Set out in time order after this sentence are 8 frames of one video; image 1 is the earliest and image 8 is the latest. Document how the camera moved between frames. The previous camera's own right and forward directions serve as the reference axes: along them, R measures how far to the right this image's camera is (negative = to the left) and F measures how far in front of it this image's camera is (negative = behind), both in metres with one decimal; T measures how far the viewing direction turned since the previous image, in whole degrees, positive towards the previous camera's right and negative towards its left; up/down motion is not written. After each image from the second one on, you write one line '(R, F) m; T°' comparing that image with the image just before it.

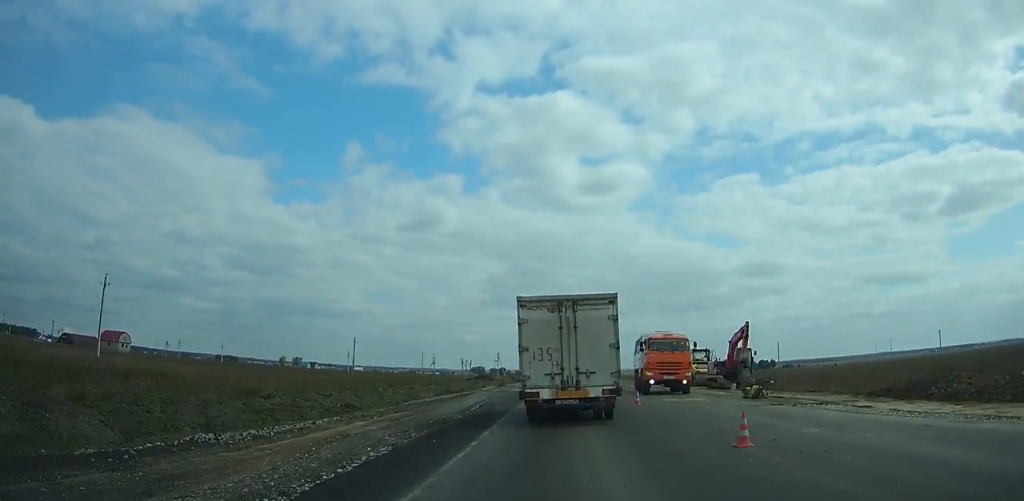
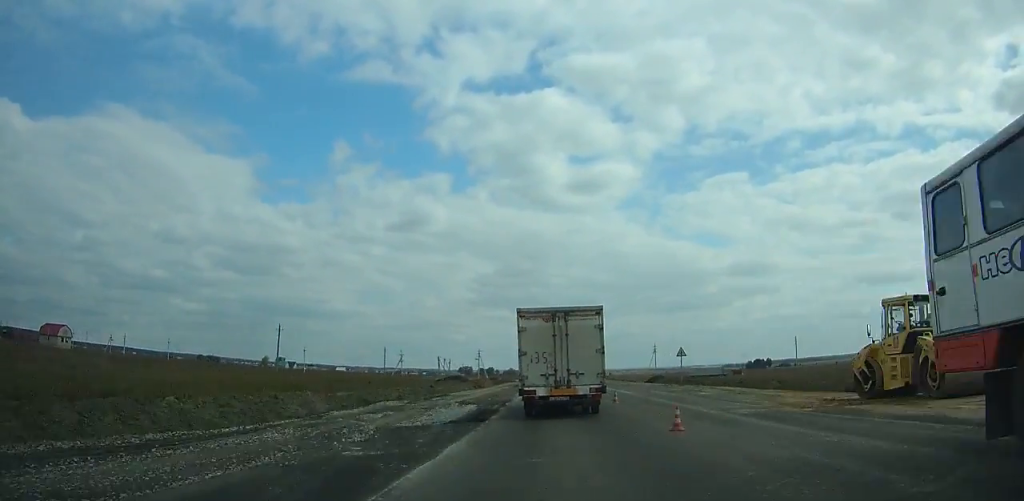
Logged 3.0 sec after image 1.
(0.0, +32.2) m; 0°
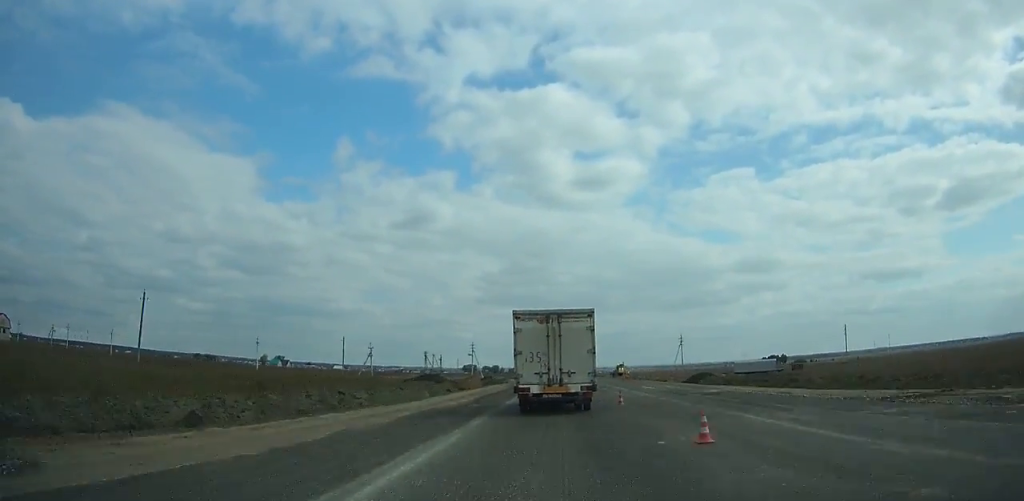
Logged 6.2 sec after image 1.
(0.0, +35.4) m; 0°
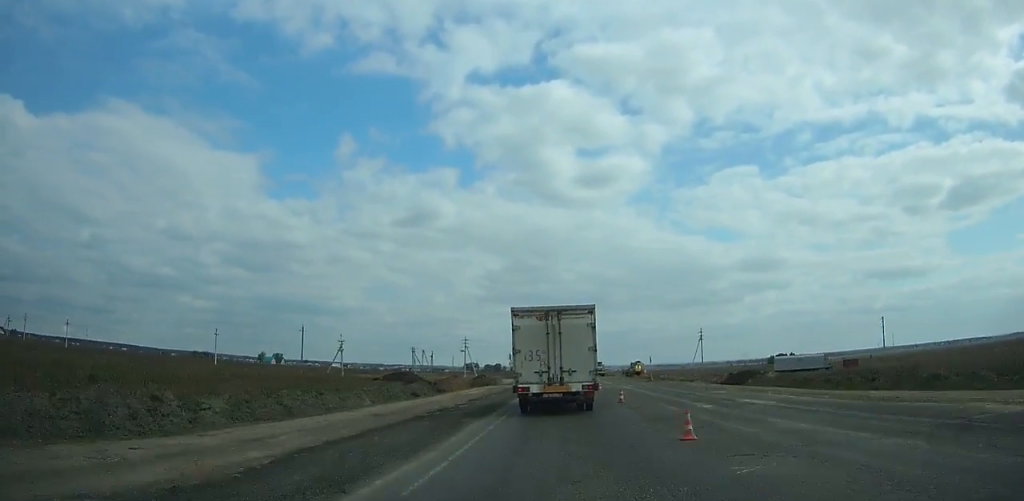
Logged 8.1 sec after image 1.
(0.0, +21.2) m; 0°
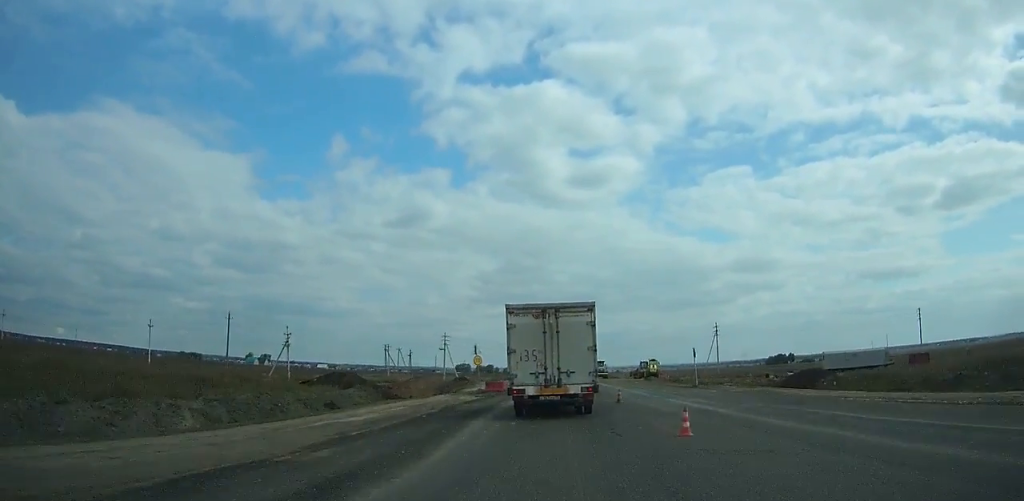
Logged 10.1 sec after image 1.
(-0.1, +22.3) m; 0°
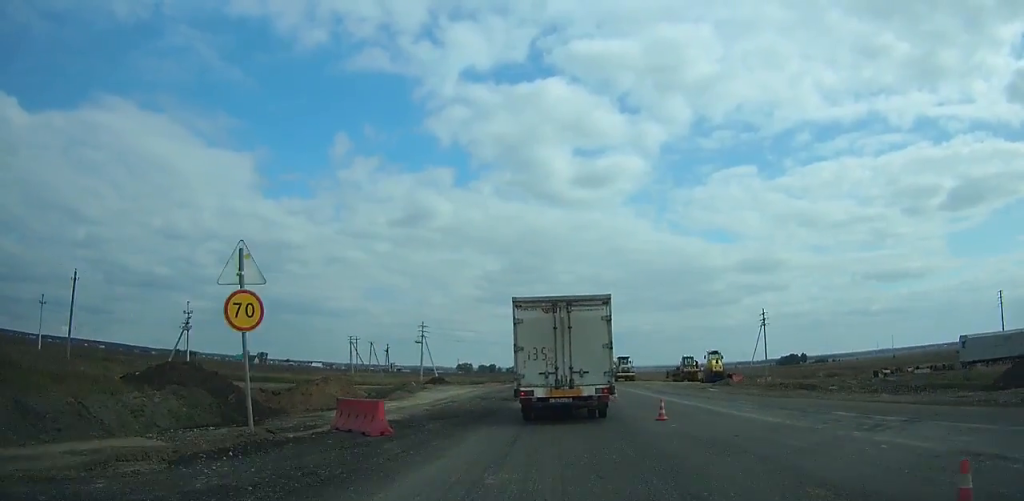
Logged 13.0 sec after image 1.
(0.0, +31.1) m; 0°
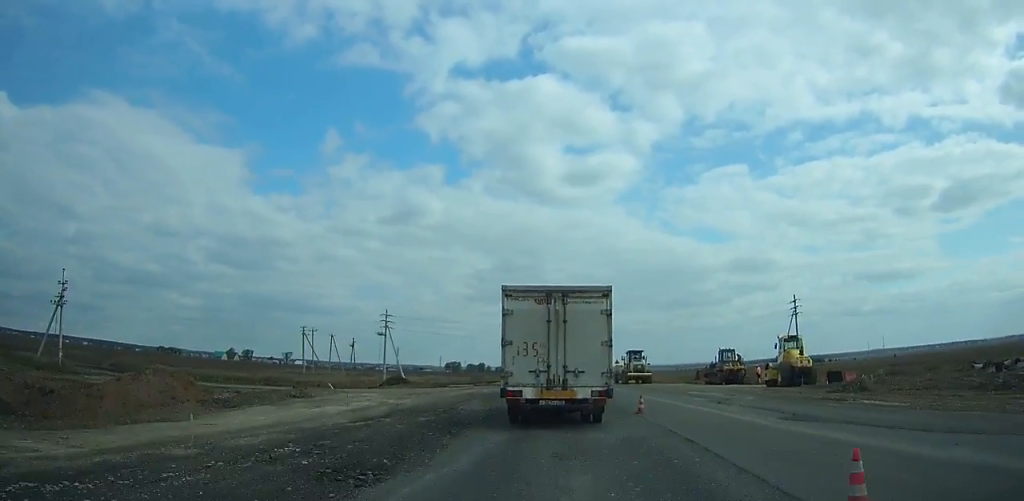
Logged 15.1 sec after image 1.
(0.0, +21.4) m; 0°
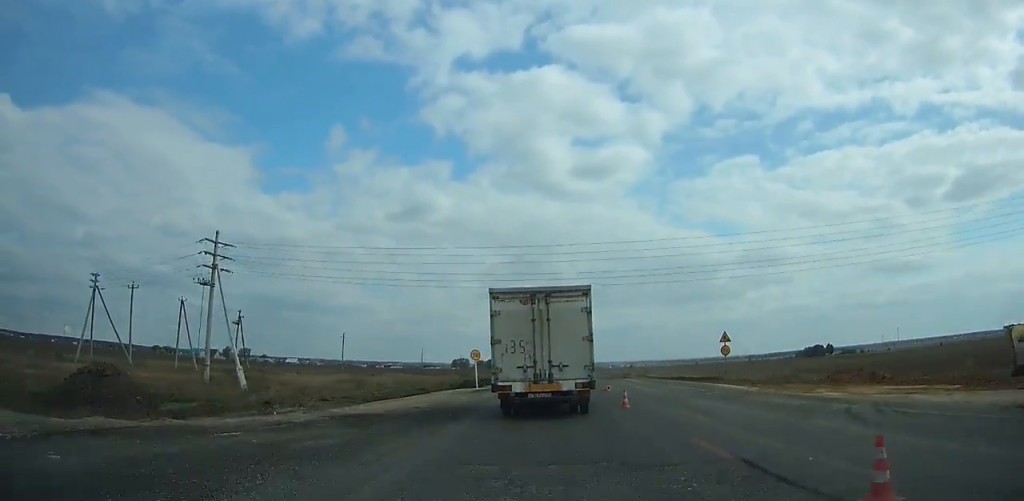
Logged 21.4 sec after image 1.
(-0.1, +60.8) m; -1°
